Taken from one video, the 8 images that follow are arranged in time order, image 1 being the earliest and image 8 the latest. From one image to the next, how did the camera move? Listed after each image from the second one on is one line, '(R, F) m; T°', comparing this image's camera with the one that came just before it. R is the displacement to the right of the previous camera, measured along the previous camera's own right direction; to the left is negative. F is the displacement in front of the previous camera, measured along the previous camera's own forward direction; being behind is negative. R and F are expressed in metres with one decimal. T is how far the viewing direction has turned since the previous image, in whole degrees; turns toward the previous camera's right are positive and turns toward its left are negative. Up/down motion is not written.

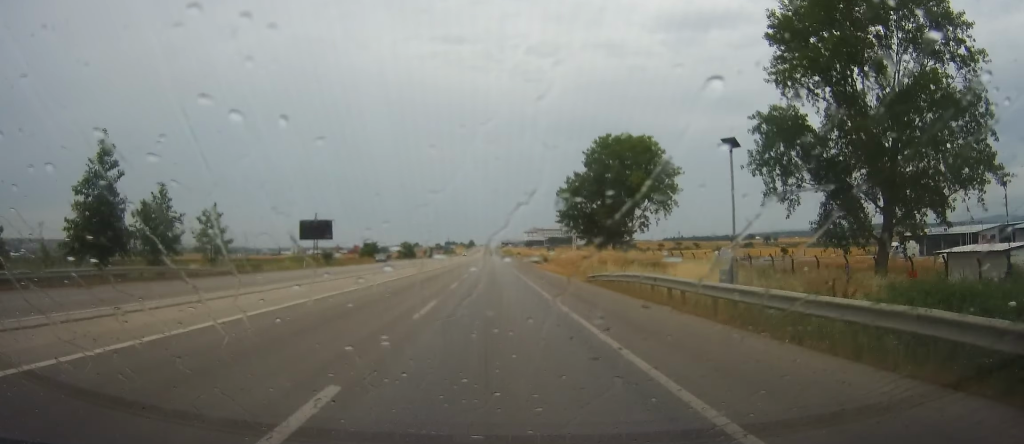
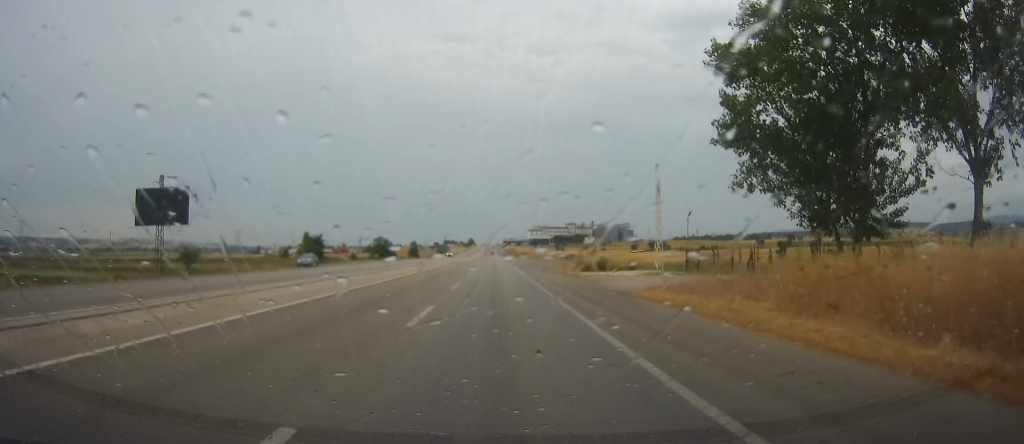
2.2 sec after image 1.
(-0.8, +51.5) m; 0°
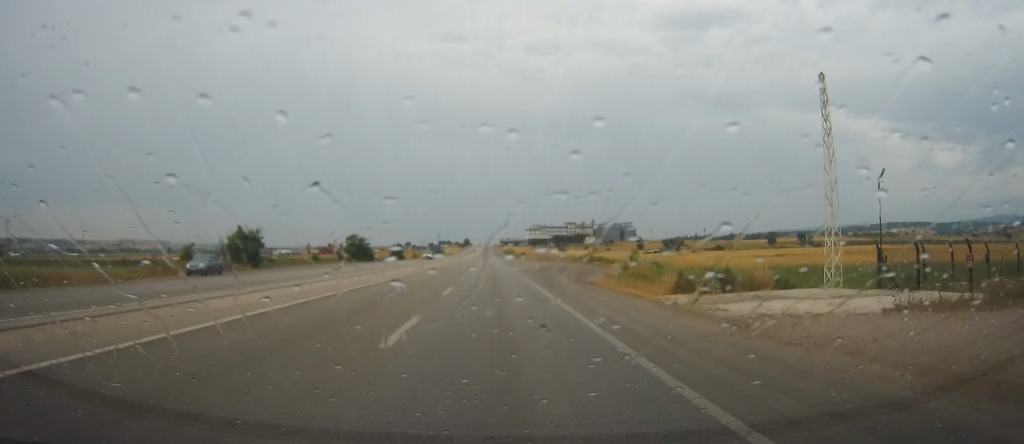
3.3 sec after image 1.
(+0.2, +27.3) m; 0°
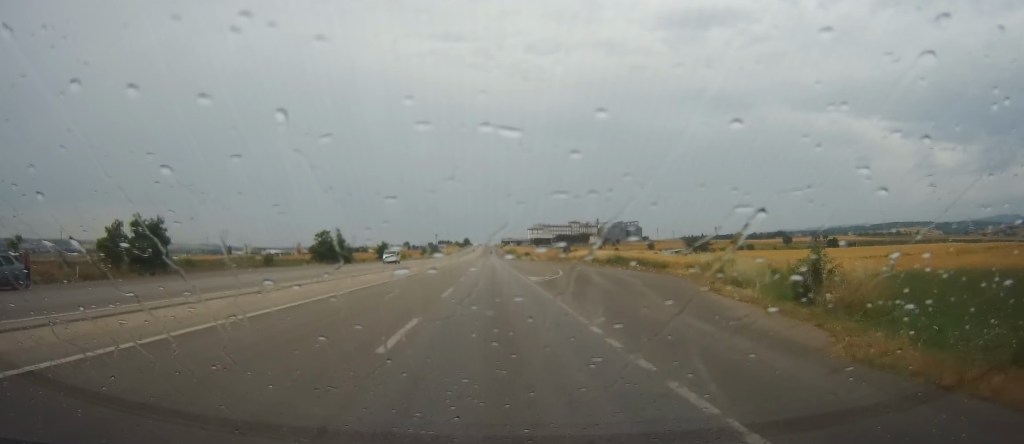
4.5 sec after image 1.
(-0.2, +25.6) m; 0°
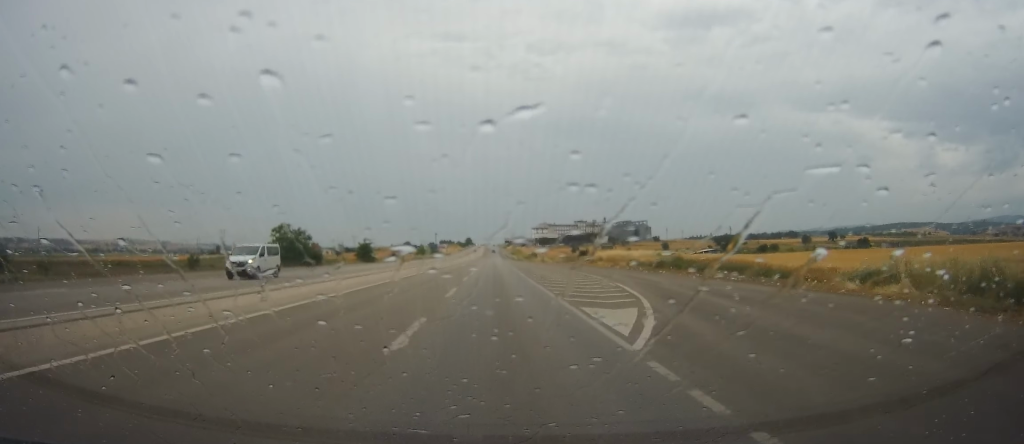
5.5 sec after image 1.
(+0.2, +23.9) m; +1°
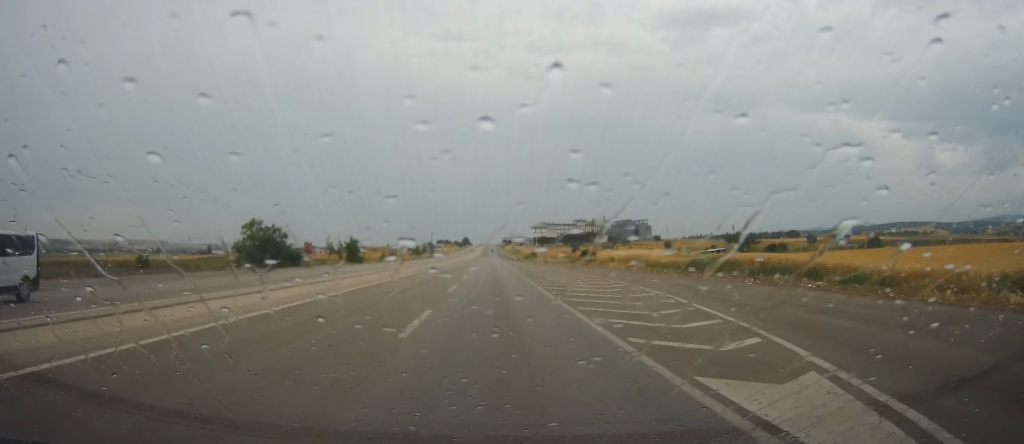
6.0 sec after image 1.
(0.0, +10.5) m; 0°
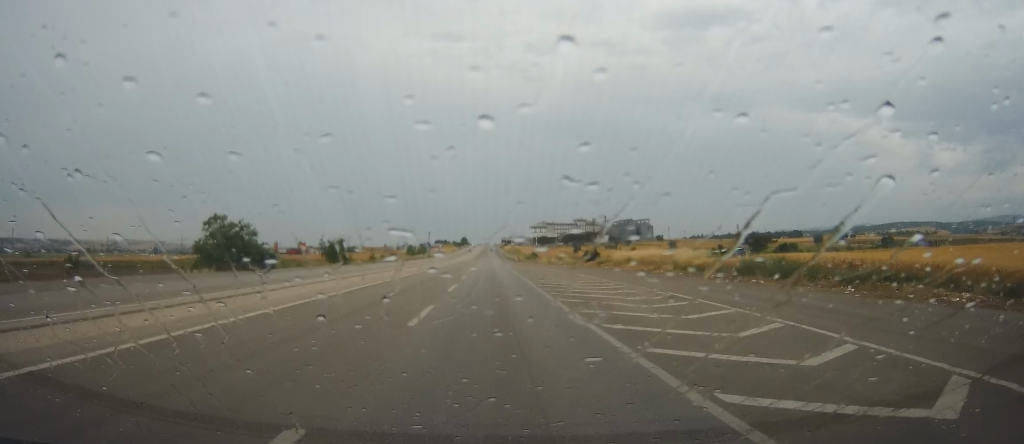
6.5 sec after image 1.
(0.0, +10.8) m; -1°
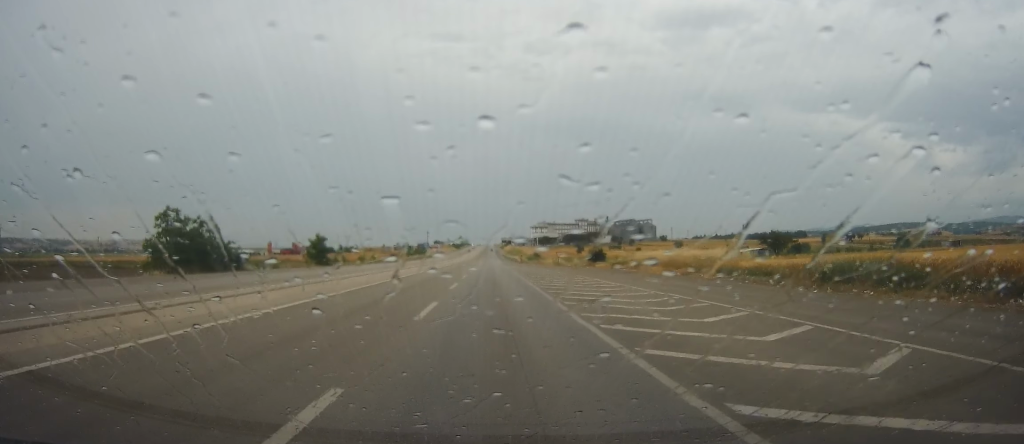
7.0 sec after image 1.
(0.0, +10.9) m; 0°
